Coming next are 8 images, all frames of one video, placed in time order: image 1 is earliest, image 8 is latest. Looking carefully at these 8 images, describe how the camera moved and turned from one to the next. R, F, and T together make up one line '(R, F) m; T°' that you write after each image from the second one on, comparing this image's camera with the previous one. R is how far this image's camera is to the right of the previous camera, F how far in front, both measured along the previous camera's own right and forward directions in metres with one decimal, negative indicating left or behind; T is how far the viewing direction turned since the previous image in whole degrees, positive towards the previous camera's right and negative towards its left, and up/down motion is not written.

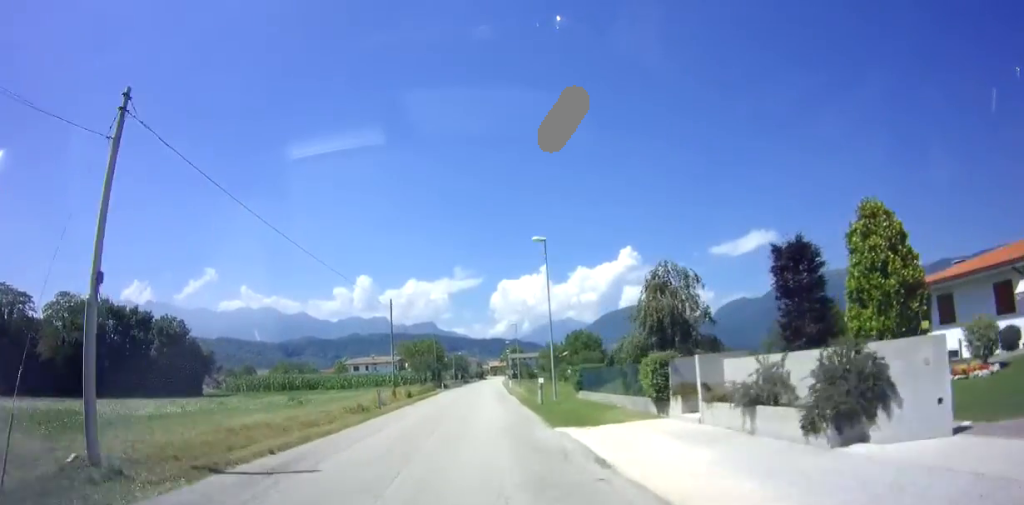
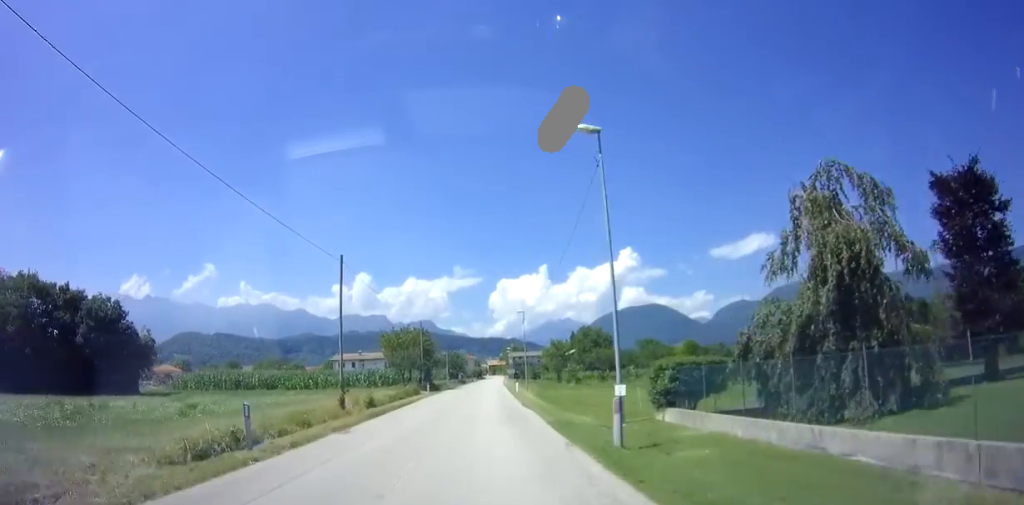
(-0.2, +13.6) m; -1°
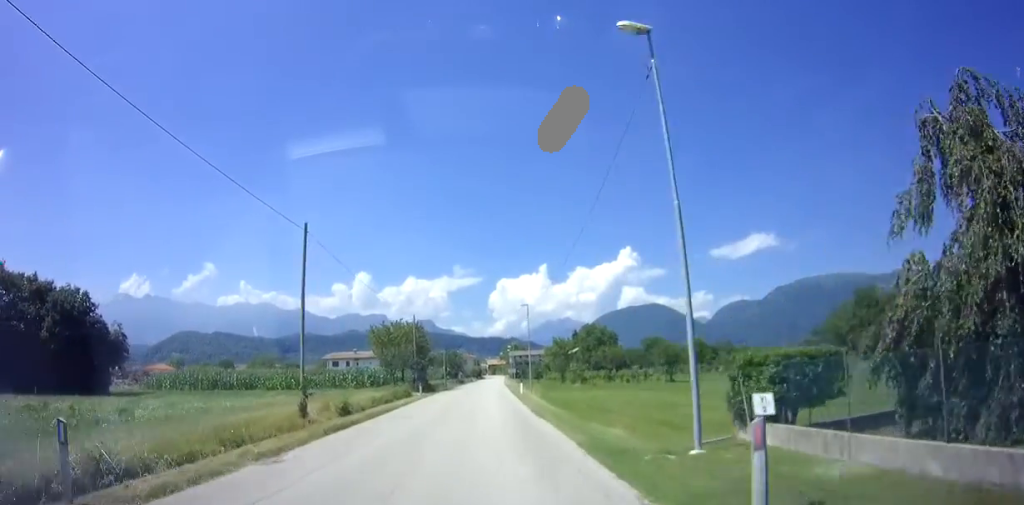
(0.0, +5.1) m; 0°
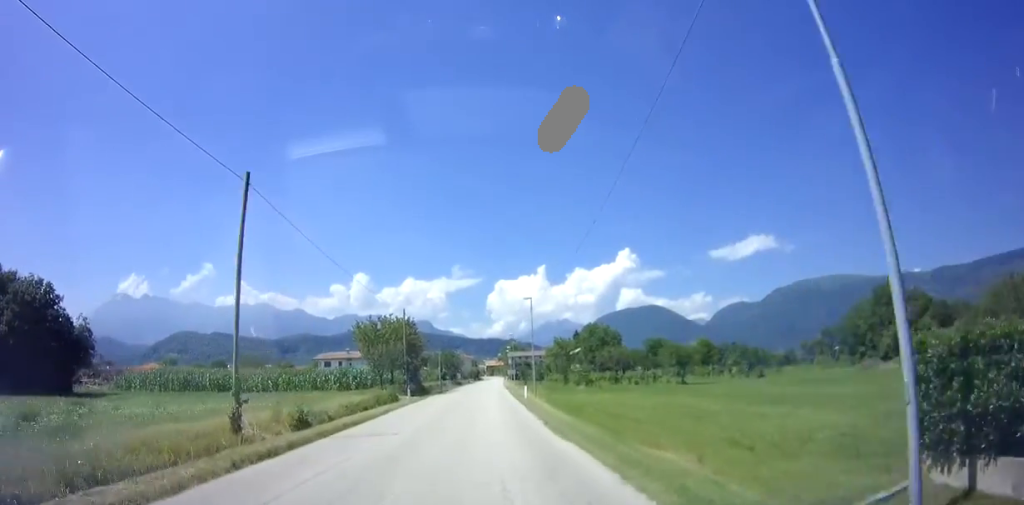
(0.0, +5.0) m; 0°
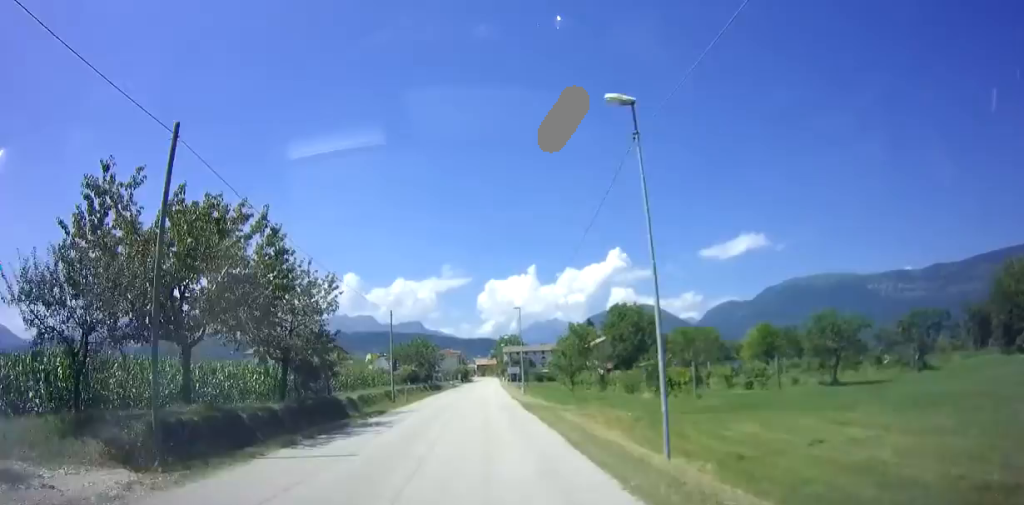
(+0.7, +32.4) m; +1°
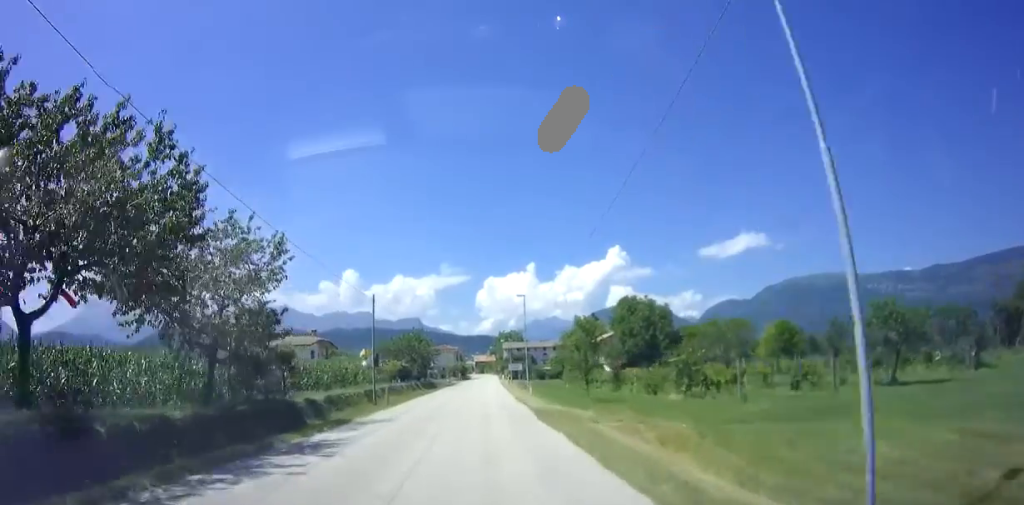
(-0.1, +6.3) m; -1°
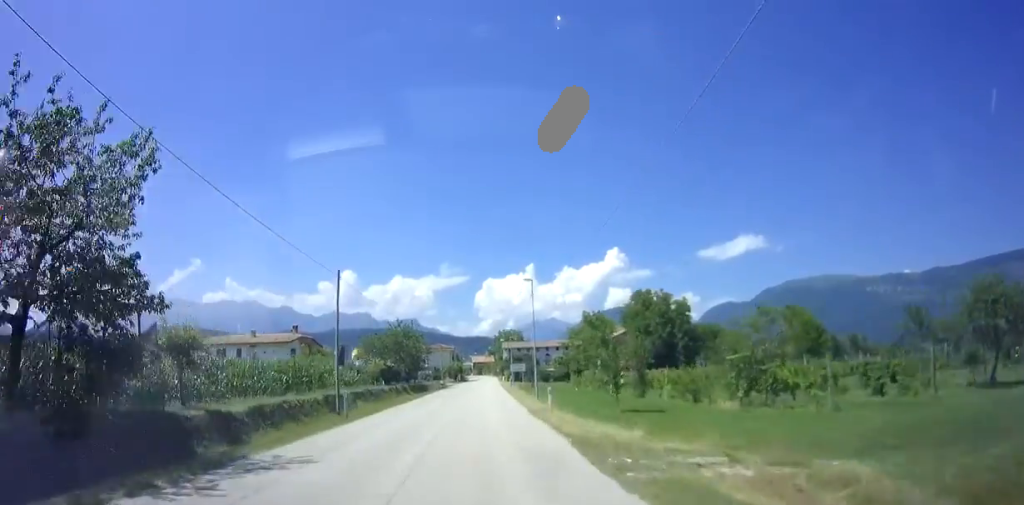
(0.0, +8.0) m; 0°
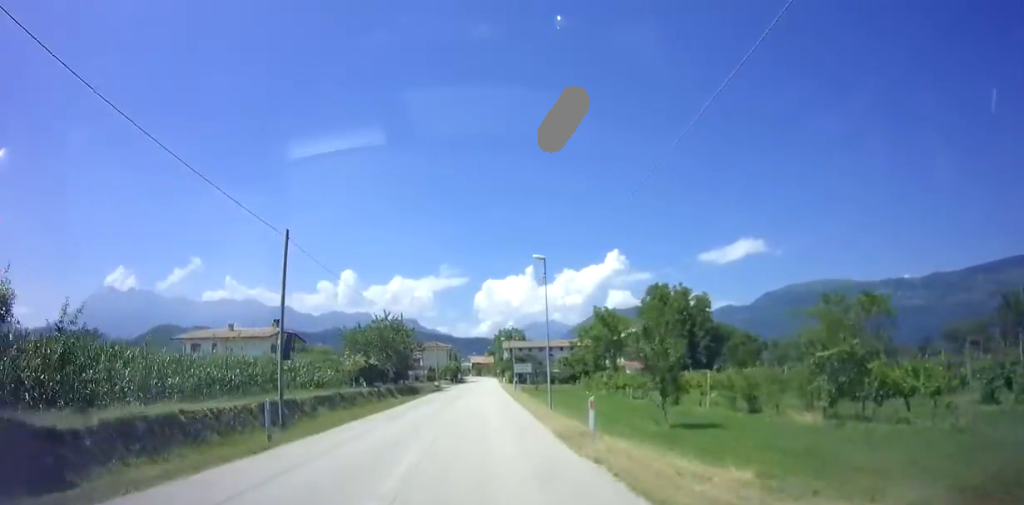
(0.0, +7.1) m; 0°
